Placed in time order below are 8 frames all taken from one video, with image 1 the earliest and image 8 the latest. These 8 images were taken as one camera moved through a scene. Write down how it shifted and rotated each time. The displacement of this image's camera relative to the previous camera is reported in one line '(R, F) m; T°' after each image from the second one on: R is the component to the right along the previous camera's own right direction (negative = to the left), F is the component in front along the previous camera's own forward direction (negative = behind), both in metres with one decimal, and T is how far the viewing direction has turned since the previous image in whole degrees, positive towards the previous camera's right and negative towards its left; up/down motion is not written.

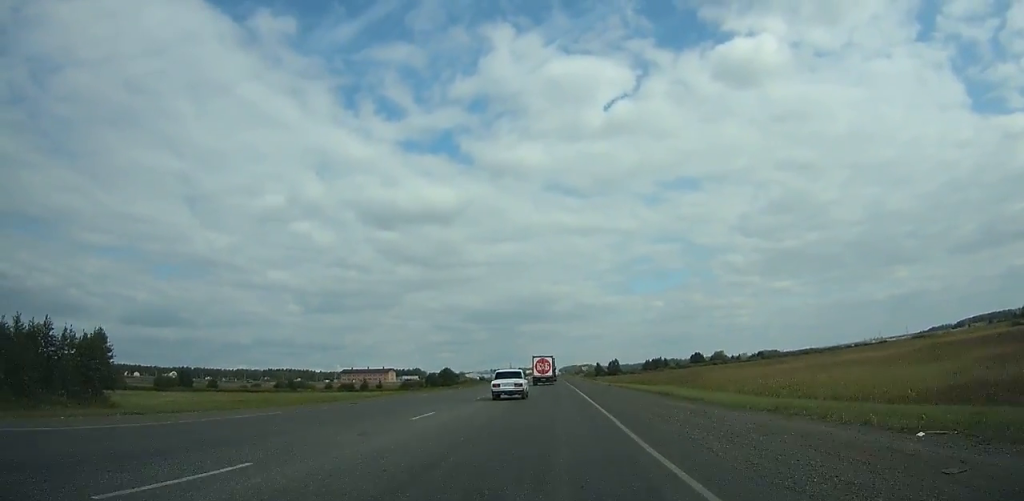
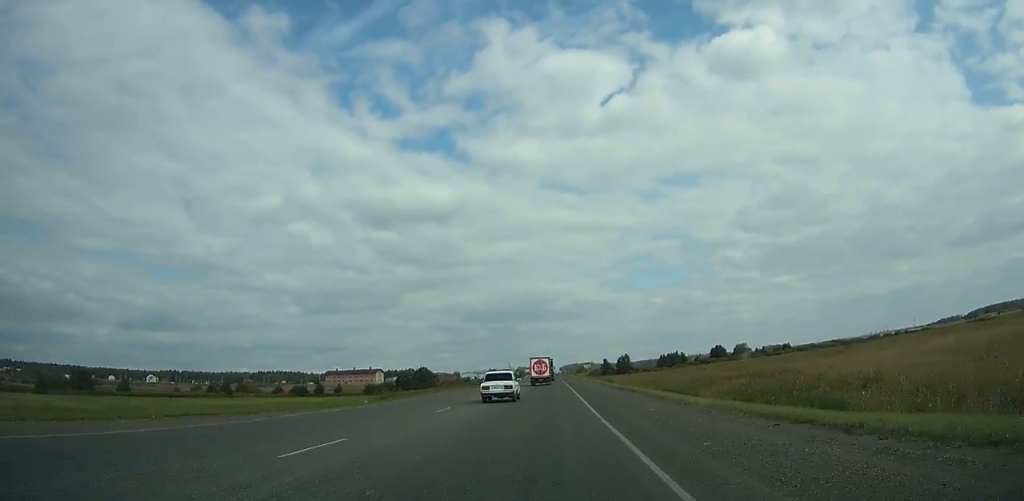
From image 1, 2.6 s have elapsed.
(+0.3, +44.1) m; 0°
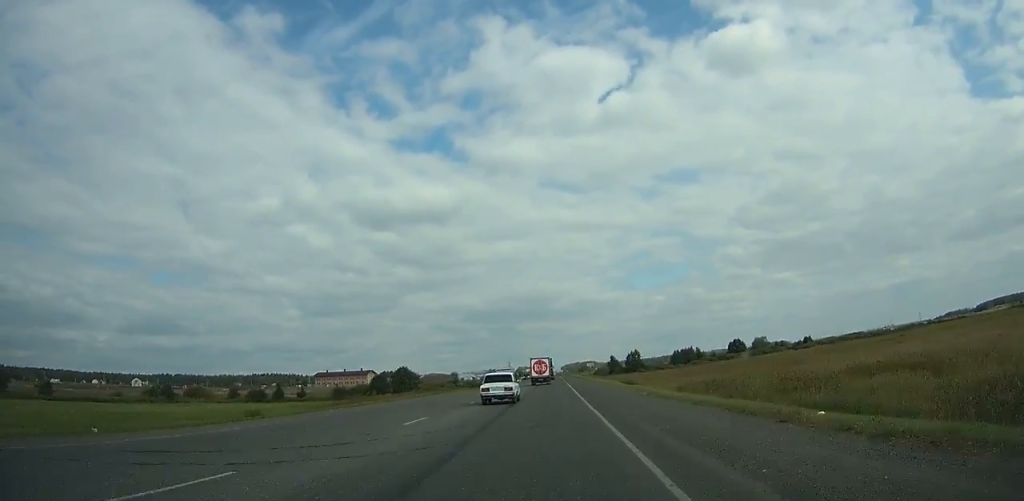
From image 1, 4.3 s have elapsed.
(0.0, +28.7) m; 0°
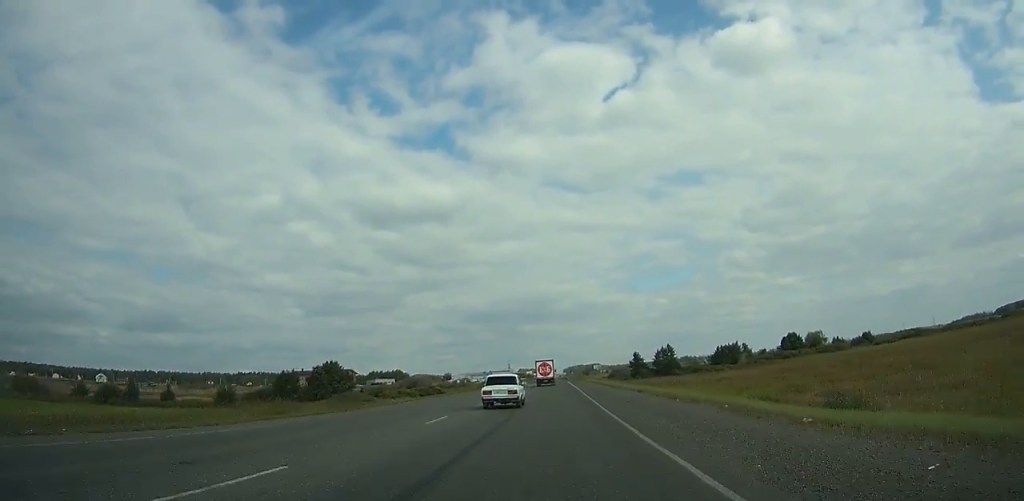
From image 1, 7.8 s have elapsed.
(-0.4, +58.9) m; 0°
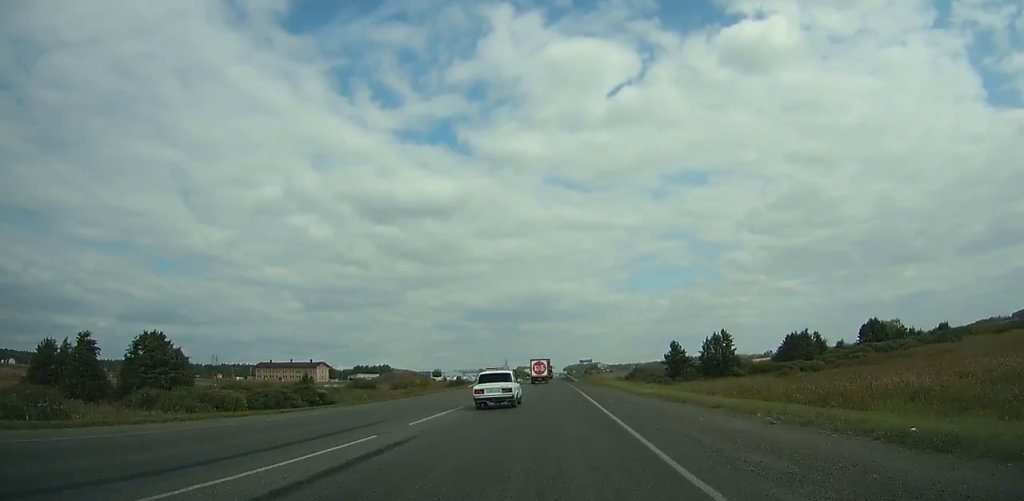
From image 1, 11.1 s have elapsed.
(+0.1, +55.0) m; 0°
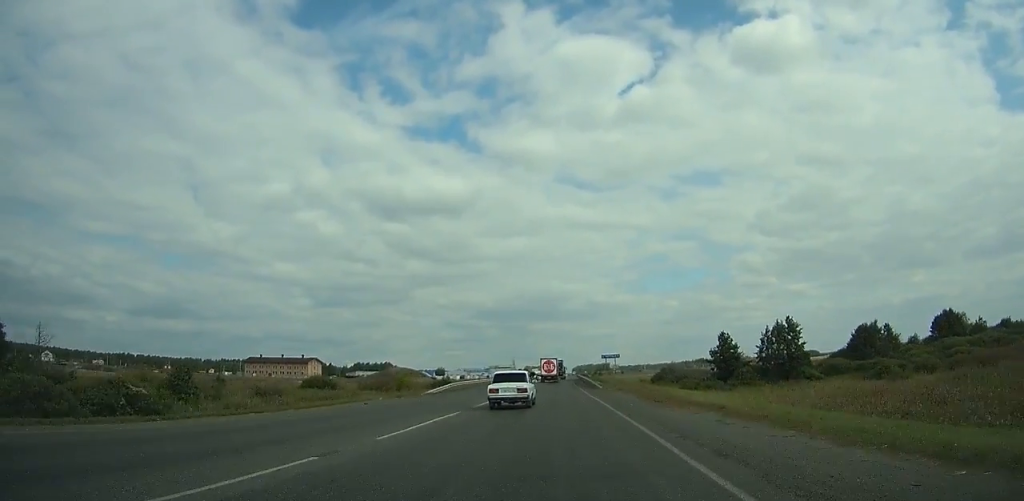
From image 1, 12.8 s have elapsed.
(+0.1, +28.1) m; 0°
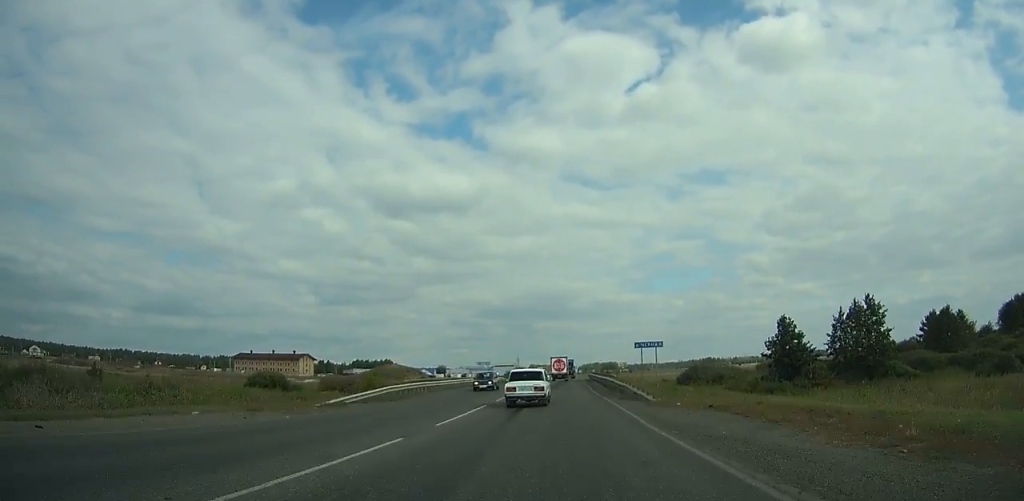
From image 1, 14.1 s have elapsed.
(-0.2, +21.4) m; 0°
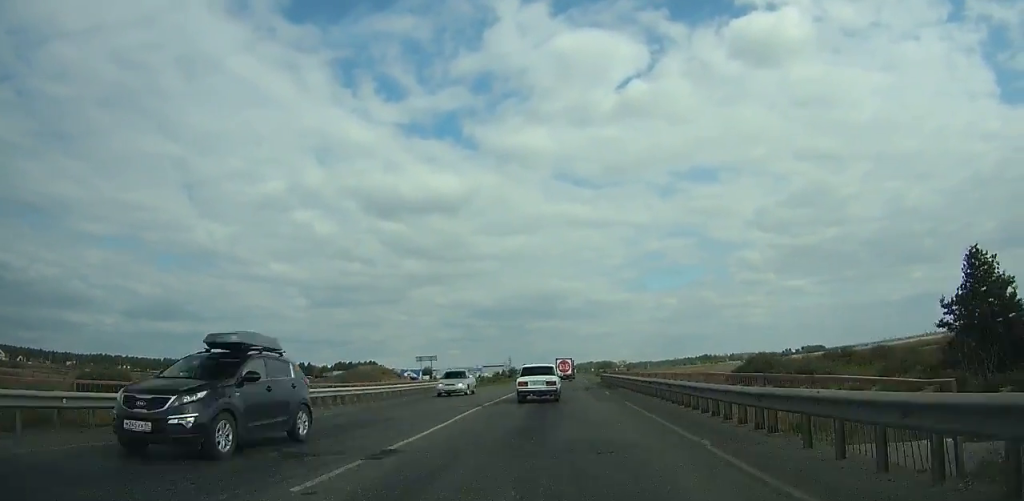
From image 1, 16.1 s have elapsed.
(-0.1, +32.8) m; 0°
